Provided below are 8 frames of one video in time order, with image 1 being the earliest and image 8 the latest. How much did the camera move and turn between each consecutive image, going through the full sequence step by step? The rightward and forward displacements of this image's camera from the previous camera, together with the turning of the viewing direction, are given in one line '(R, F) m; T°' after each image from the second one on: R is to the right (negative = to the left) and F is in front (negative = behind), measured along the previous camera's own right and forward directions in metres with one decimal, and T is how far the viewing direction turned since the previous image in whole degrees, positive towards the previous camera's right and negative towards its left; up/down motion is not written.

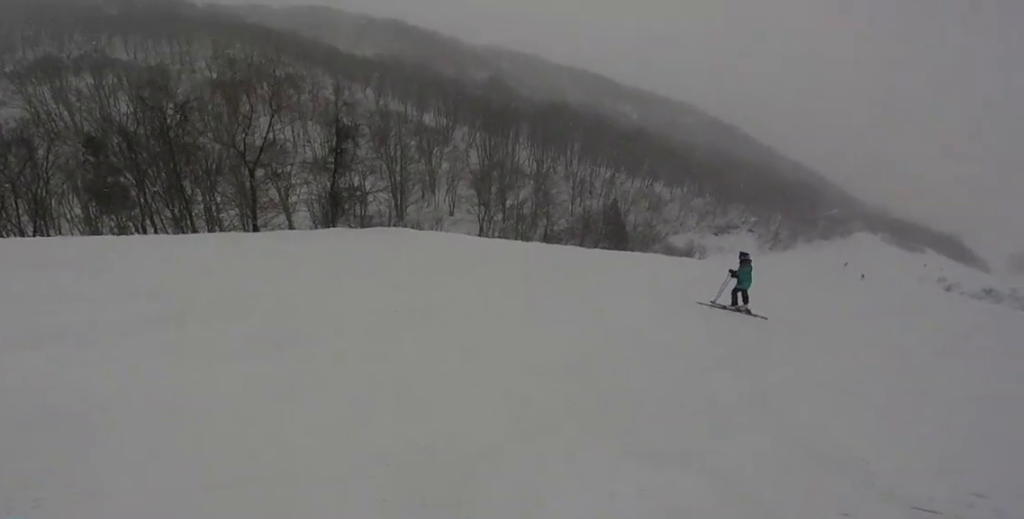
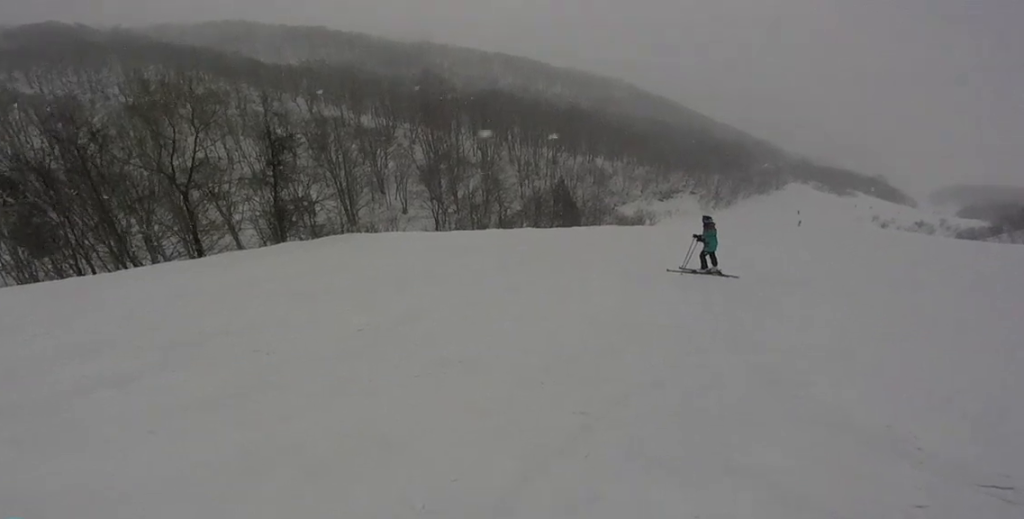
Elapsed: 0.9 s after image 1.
(+0.1, +3.2) m; +18°
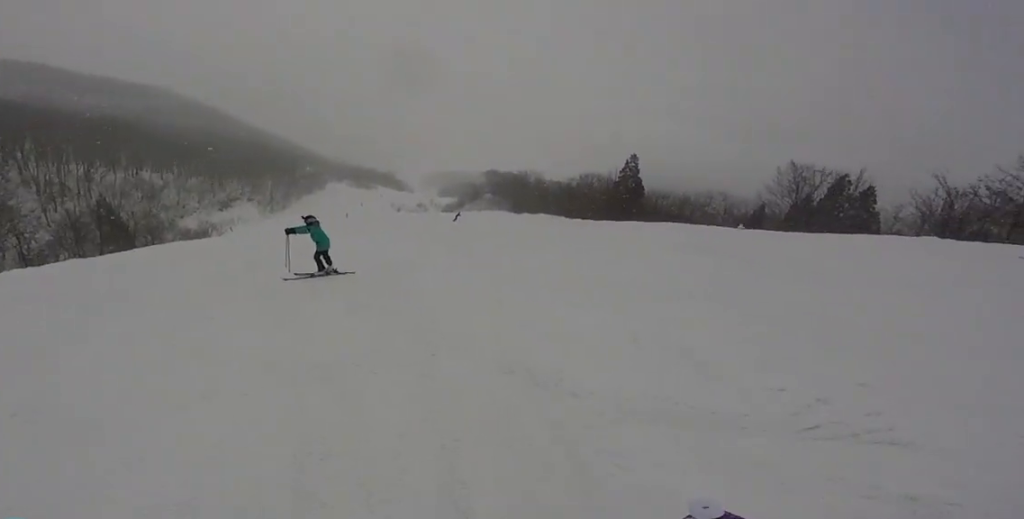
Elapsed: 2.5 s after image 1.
(+2.9, +4.7) m; +70°
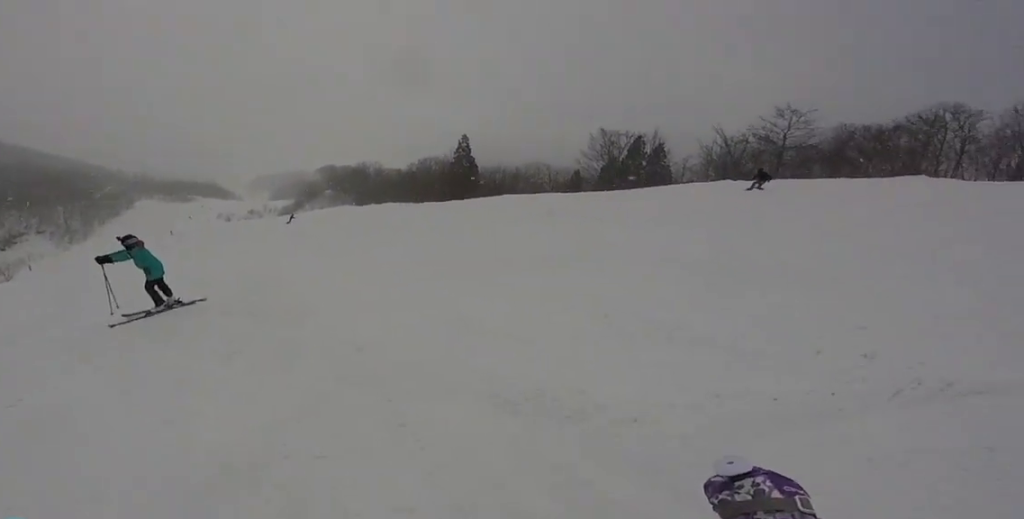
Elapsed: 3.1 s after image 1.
(+0.6, +1.7) m; +24°
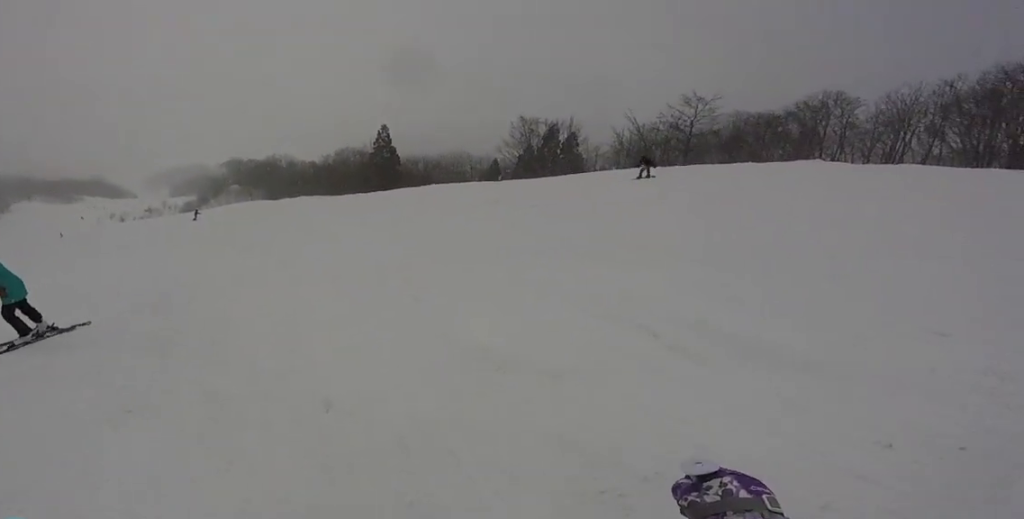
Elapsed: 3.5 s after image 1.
(+0.1, +1.4) m; +18°
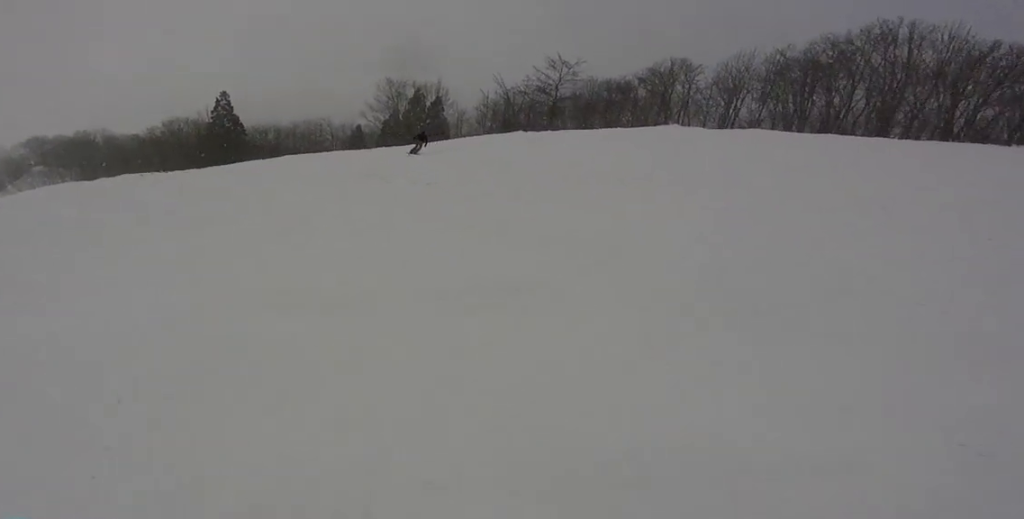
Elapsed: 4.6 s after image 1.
(+1.4, +4.4) m; +14°
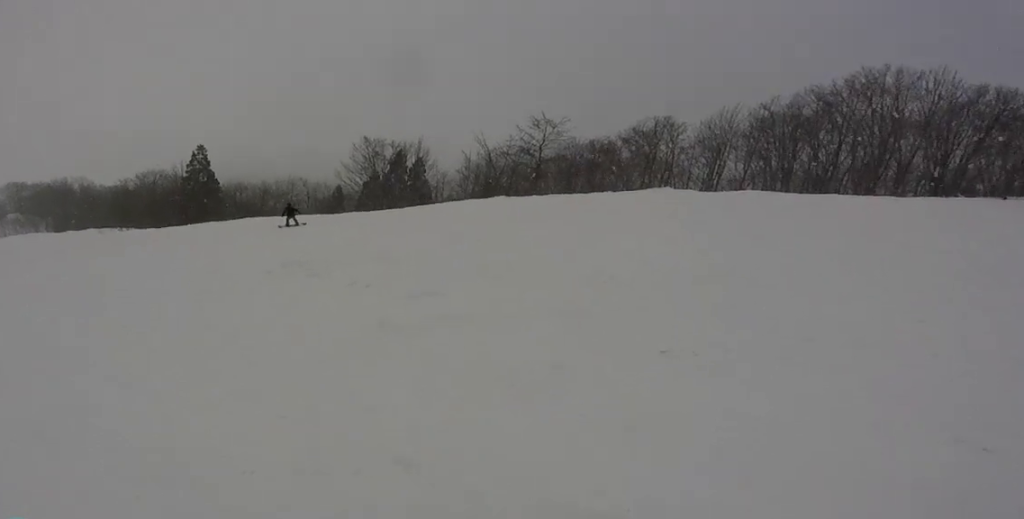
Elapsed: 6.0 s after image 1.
(-0.8, +5.5) m; -3°
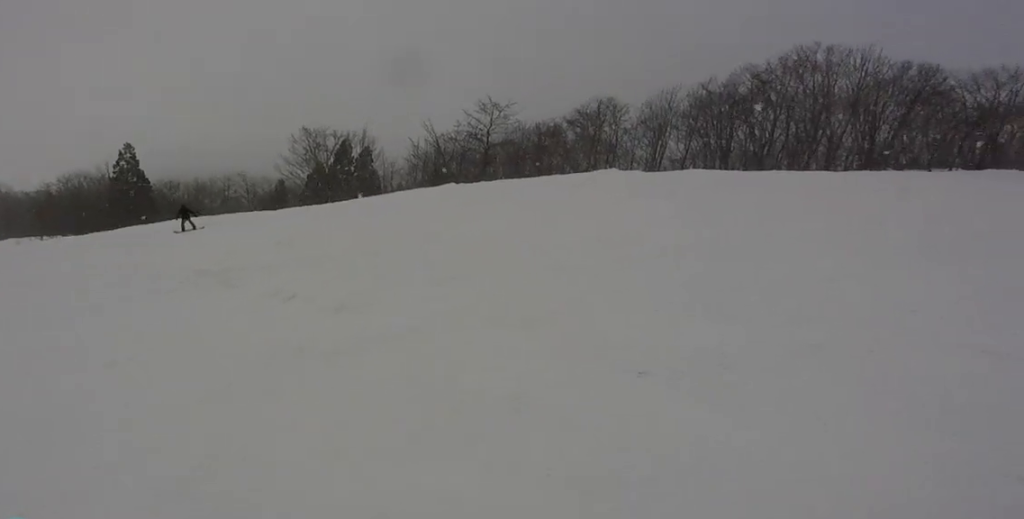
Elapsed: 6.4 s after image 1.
(-0.2, +1.7) m; +7°
